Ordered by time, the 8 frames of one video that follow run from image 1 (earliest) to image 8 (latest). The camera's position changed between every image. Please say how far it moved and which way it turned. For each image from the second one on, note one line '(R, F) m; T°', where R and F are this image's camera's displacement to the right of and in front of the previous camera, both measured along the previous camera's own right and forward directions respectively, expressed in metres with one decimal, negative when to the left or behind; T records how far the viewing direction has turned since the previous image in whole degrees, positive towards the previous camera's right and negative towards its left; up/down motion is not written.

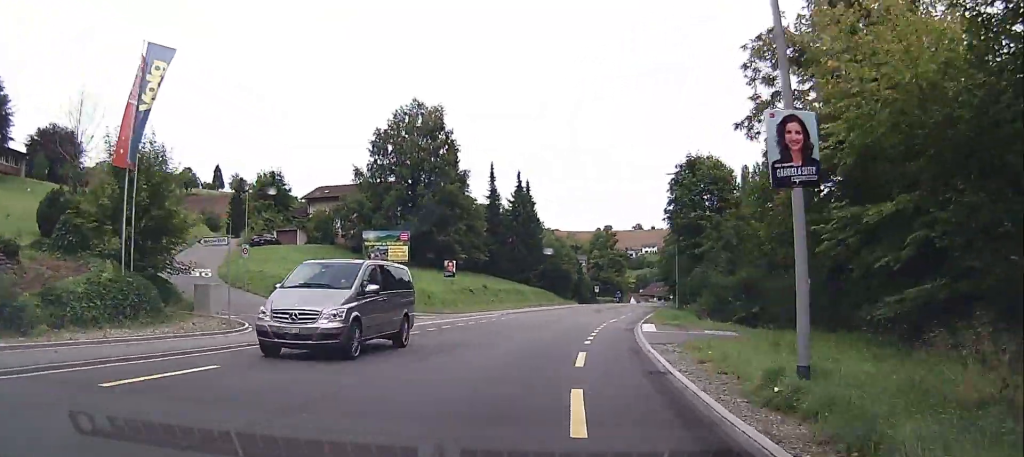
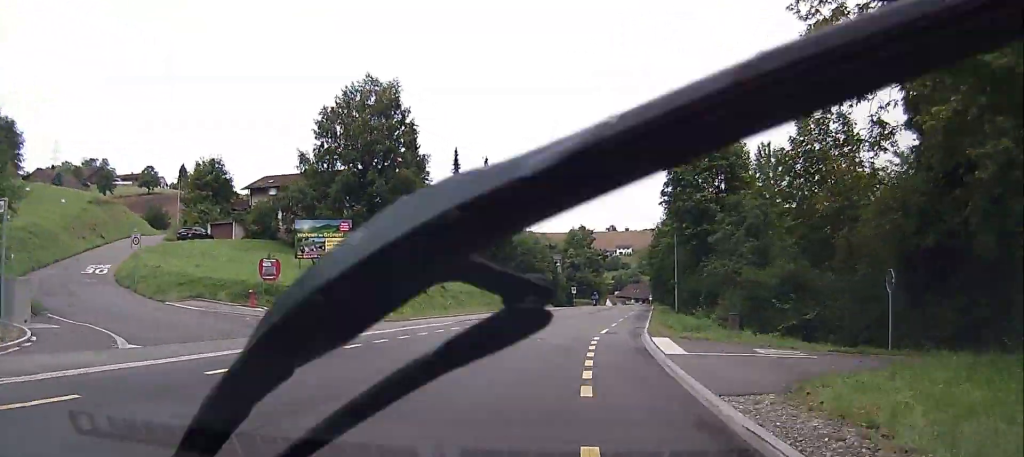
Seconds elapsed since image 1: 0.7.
(-1.0, +11.4) m; 0°
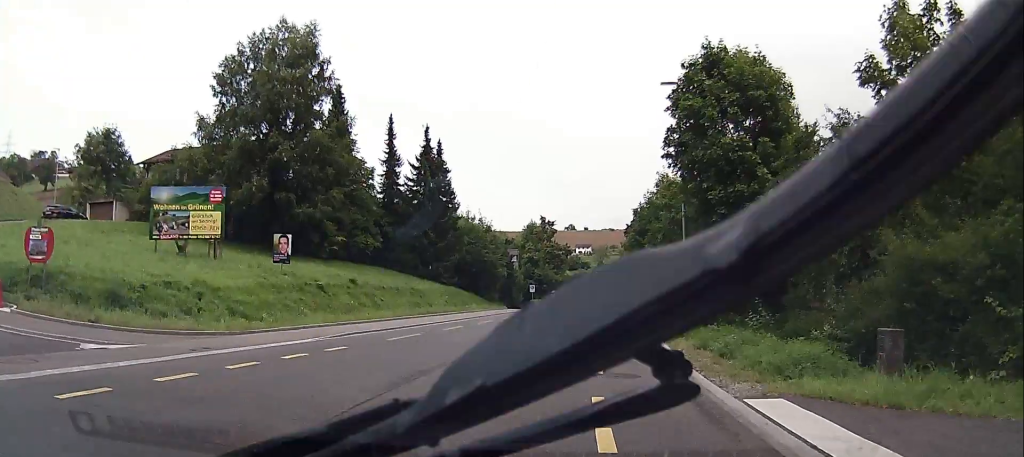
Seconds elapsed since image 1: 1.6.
(+1.1, +16.0) m; +11°
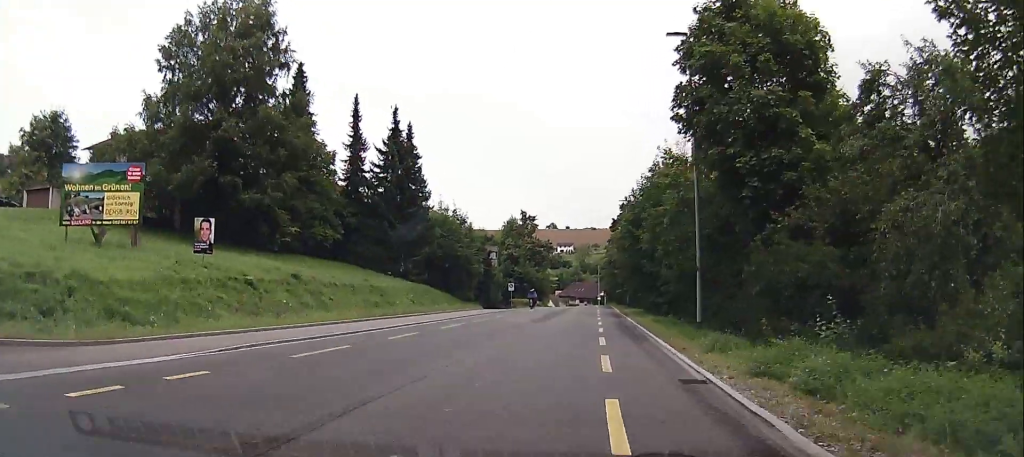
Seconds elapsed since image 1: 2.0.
(+0.5, +6.8) m; +4°
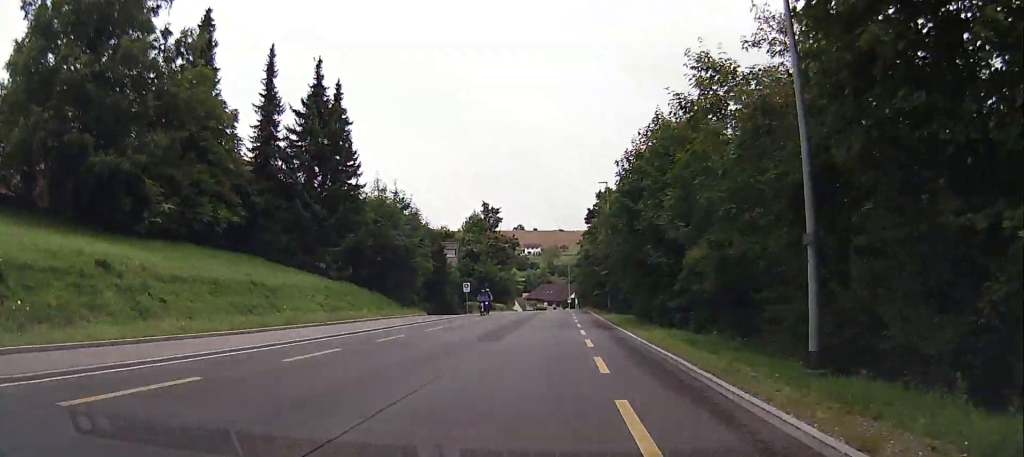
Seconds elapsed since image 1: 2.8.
(+1.4, +14.1) m; +6°
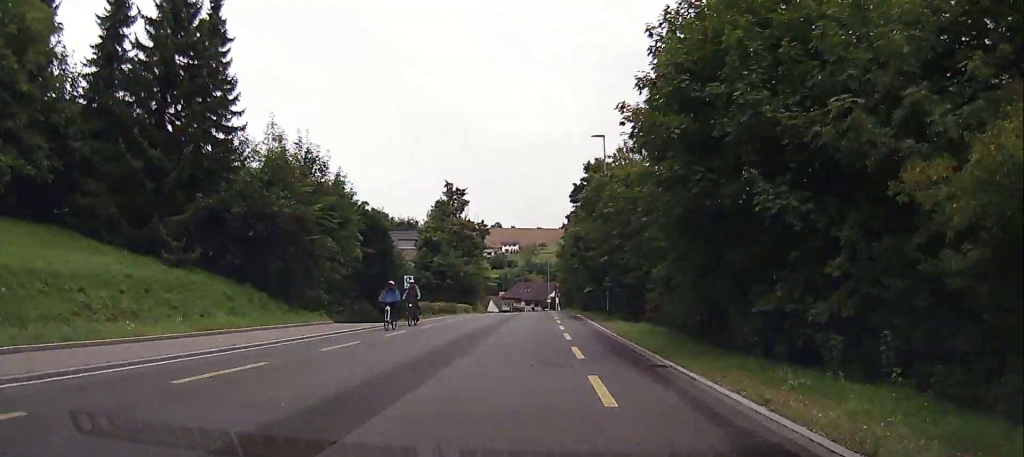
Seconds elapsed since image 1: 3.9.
(+0.4, +17.5) m; +10°
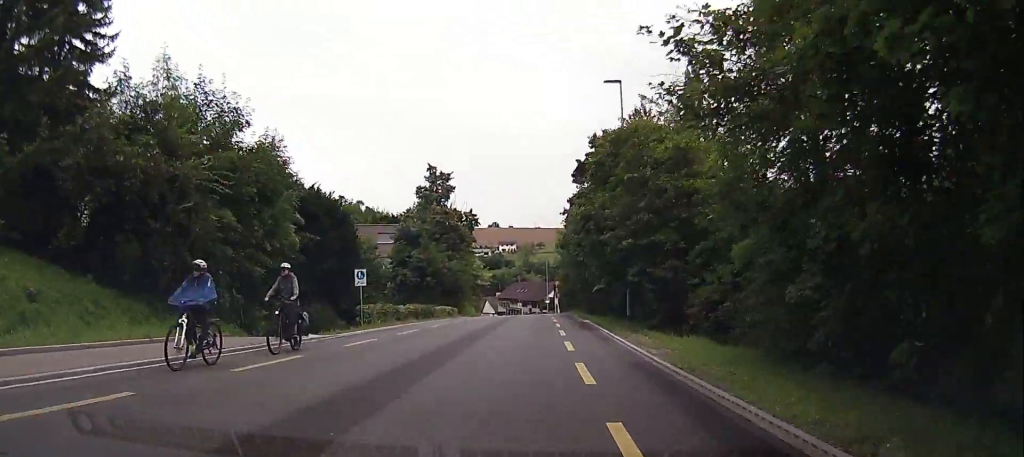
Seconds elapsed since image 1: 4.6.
(+1.2, +11.1) m; +11°
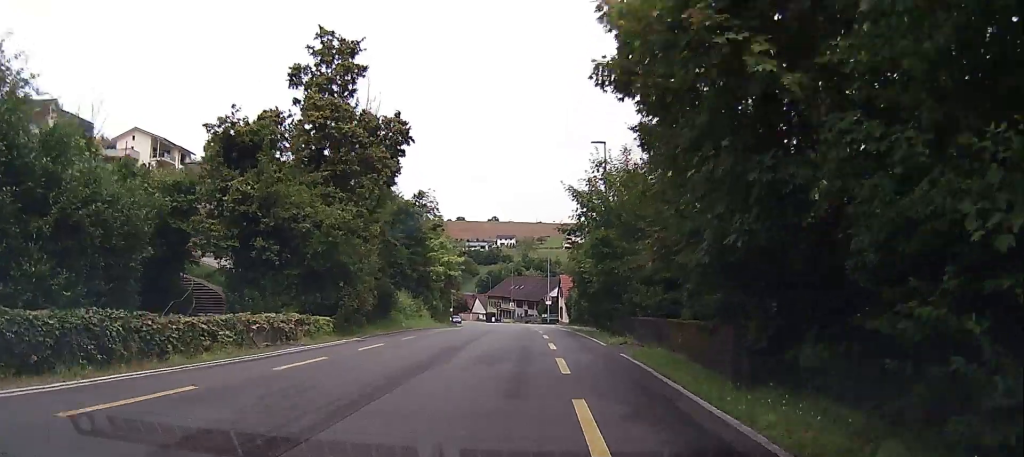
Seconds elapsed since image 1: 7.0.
(+2.4, +35.6) m; -1°
